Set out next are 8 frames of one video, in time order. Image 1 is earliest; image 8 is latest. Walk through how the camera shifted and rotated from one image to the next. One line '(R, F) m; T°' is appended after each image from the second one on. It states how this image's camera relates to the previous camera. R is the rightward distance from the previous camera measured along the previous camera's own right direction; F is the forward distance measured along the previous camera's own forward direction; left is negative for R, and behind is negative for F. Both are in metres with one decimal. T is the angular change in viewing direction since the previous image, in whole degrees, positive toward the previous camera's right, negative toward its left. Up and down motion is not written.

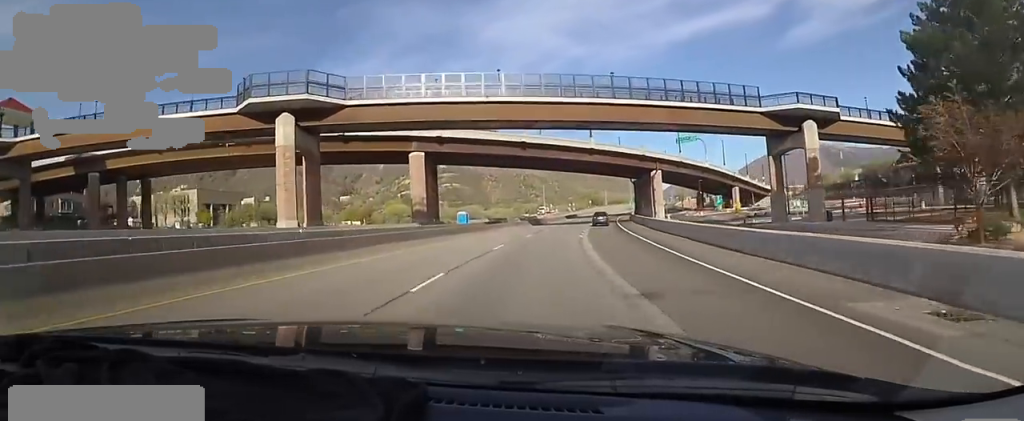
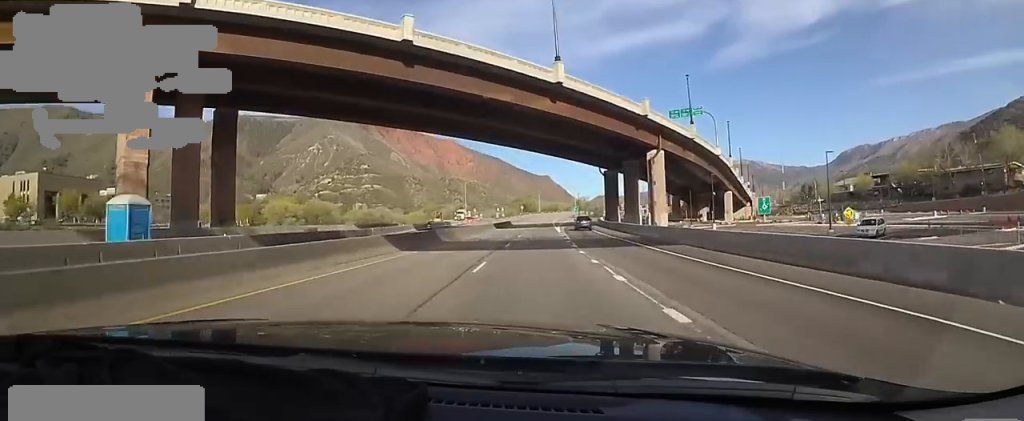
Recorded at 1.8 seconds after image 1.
(+2.4, +44.1) m; +7°
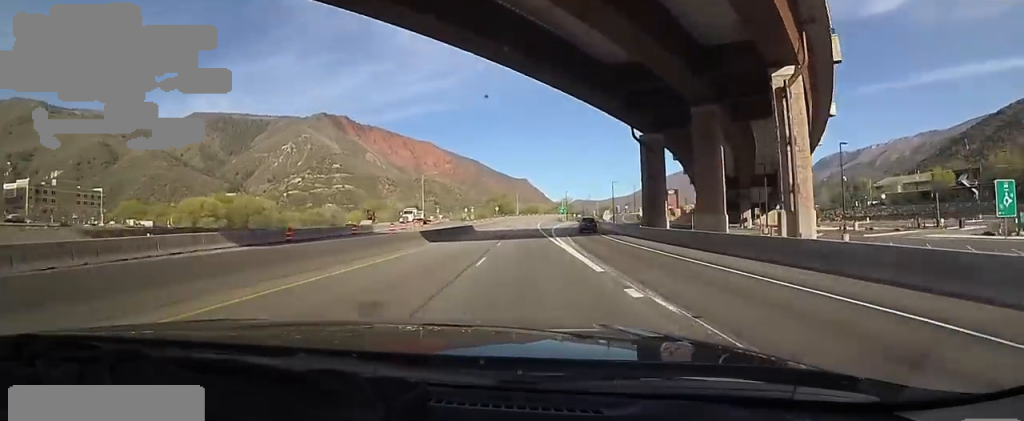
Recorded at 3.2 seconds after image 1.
(+1.2, +33.6) m; +5°
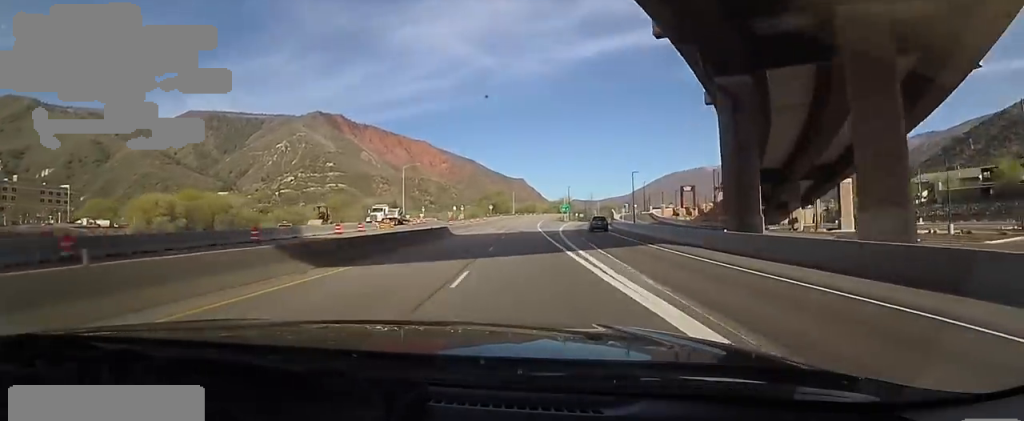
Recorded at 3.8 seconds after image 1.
(+0.7, +16.5) m; 0°
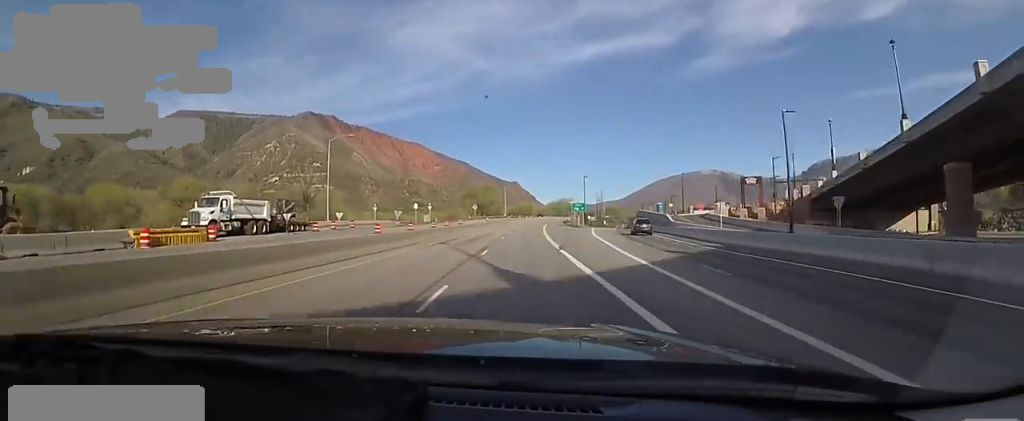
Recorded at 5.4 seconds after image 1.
(-0.9, +38.5) m; 0°
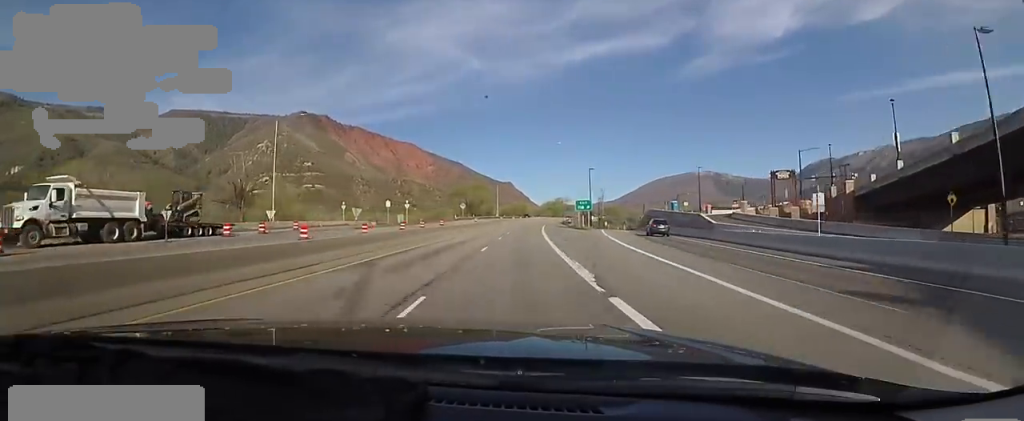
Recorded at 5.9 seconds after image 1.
(+0.9, +13.6) m; +2°
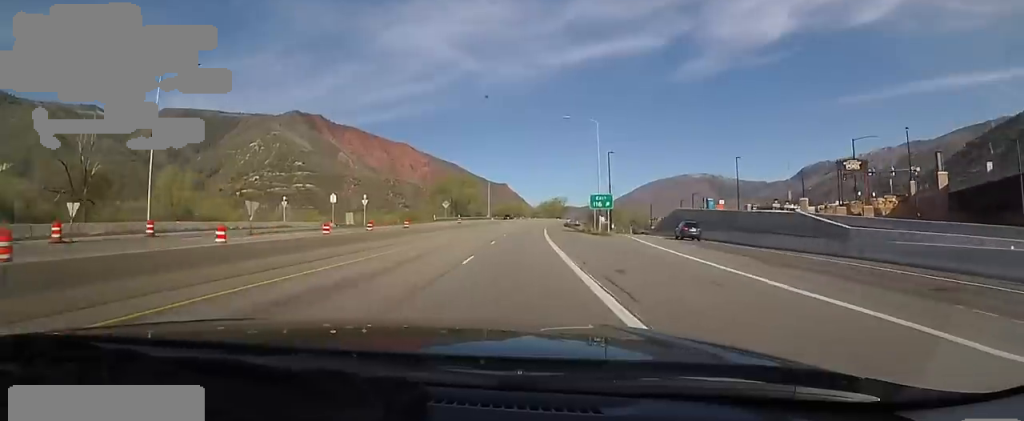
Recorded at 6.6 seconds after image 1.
(+0.5, +18.8) m; +1°
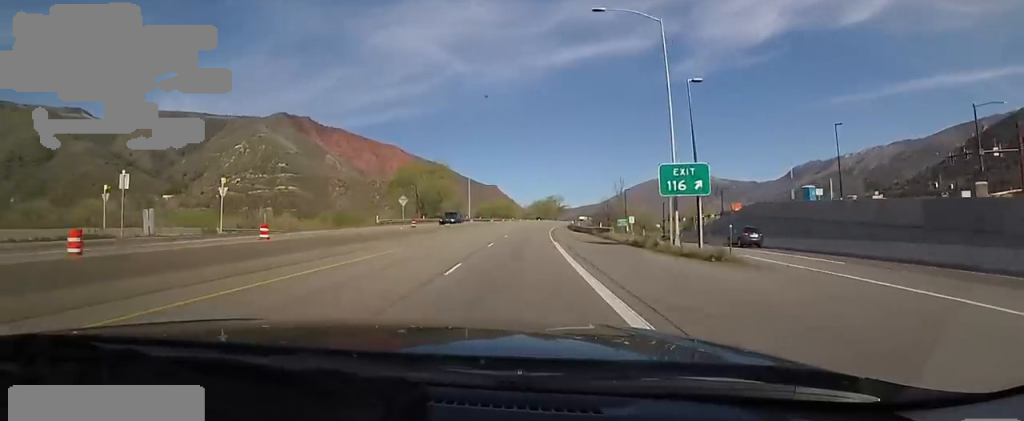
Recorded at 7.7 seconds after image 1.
(-0.1, +27.4) m; 0°
